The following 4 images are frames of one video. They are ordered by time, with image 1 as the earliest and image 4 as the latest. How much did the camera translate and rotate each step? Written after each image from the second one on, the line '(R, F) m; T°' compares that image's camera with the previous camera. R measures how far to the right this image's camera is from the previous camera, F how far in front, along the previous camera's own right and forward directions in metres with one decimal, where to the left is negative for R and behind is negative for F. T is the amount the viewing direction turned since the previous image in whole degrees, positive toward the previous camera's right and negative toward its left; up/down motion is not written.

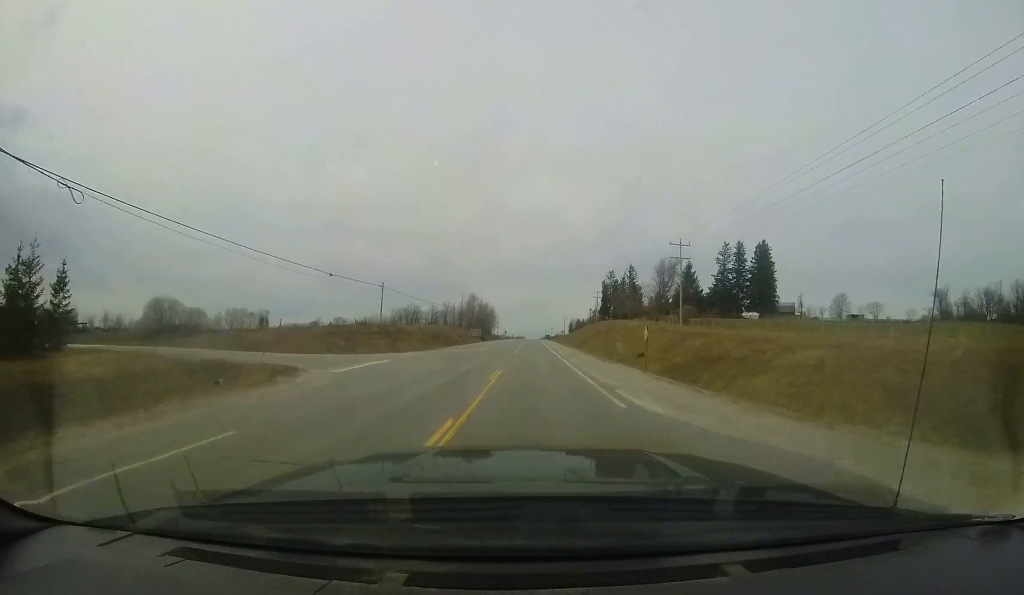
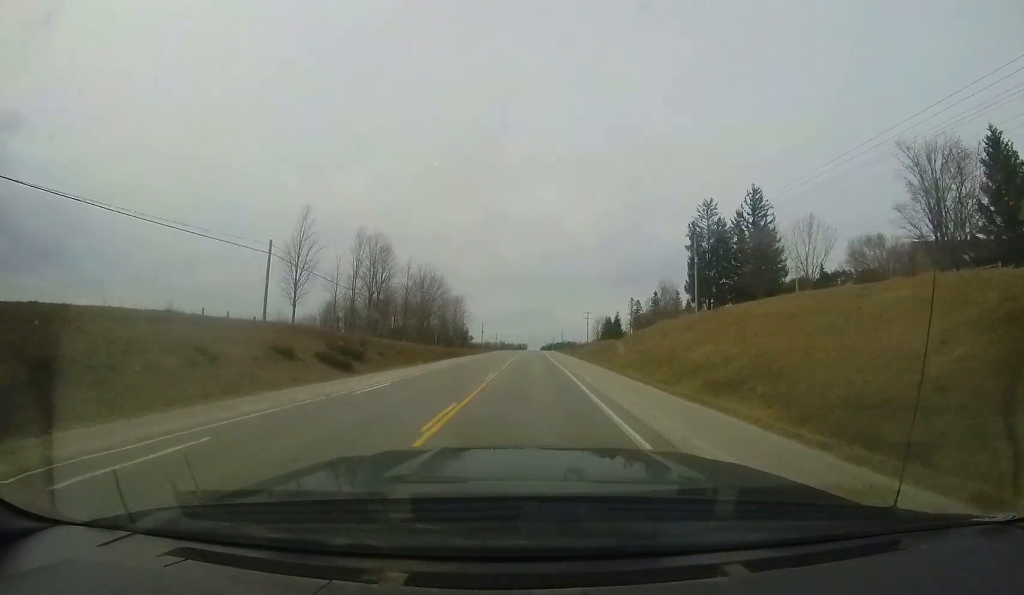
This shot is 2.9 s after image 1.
(-1.4, +83.1) m; -1°
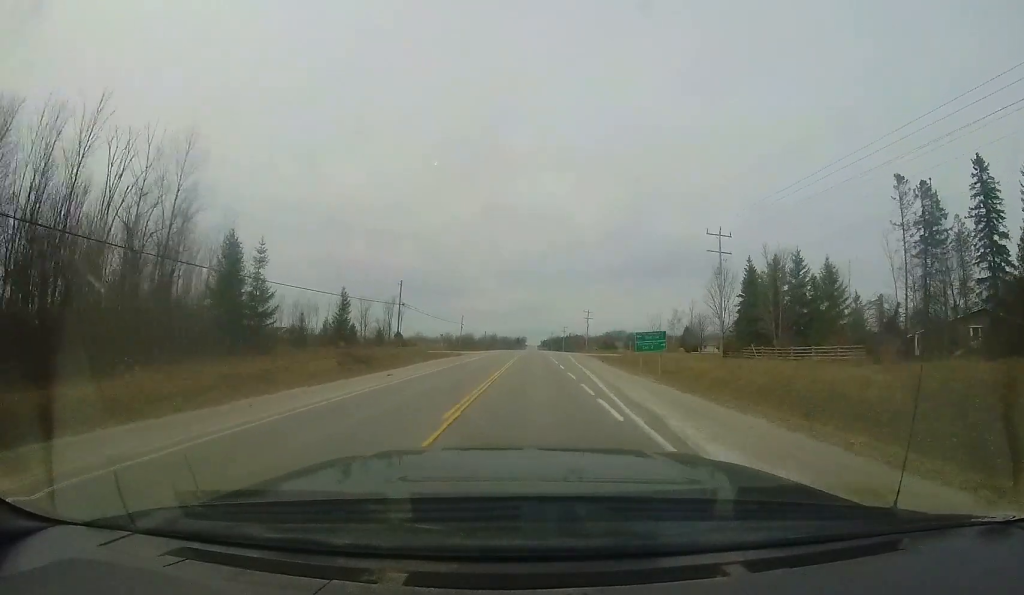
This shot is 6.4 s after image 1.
(+0.4, +96.0) m; 0°
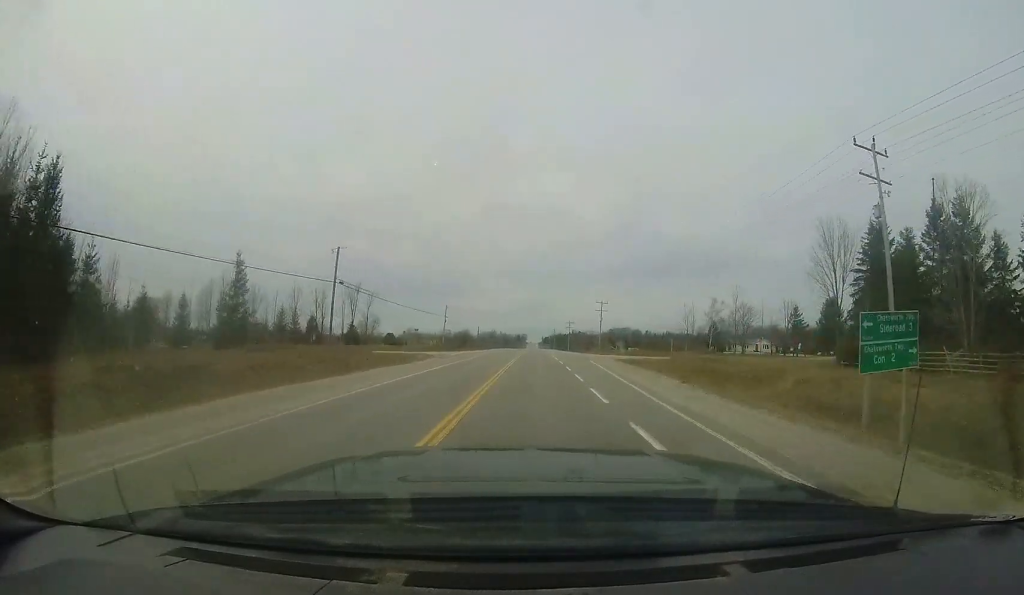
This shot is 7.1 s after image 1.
(0.0, +20.4) m; 0°
